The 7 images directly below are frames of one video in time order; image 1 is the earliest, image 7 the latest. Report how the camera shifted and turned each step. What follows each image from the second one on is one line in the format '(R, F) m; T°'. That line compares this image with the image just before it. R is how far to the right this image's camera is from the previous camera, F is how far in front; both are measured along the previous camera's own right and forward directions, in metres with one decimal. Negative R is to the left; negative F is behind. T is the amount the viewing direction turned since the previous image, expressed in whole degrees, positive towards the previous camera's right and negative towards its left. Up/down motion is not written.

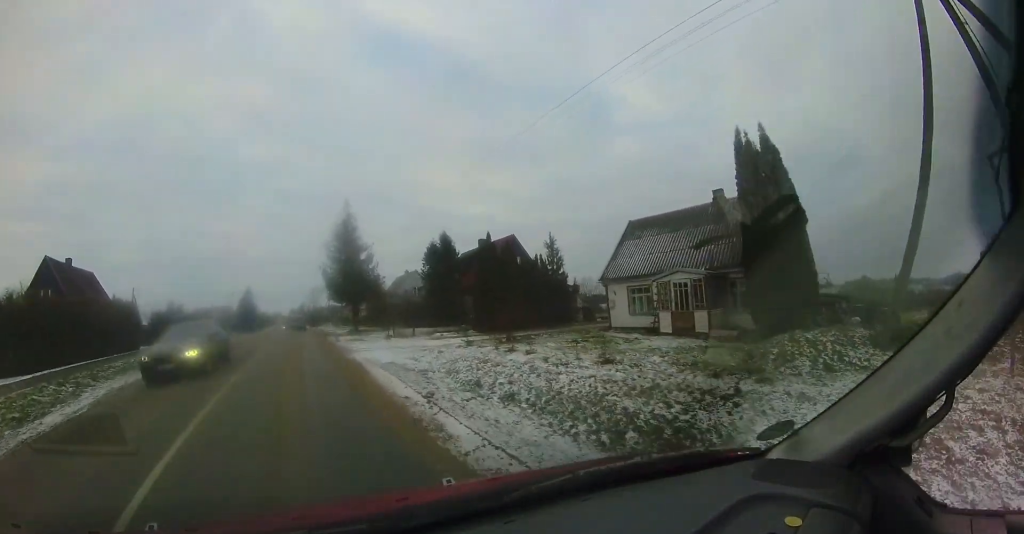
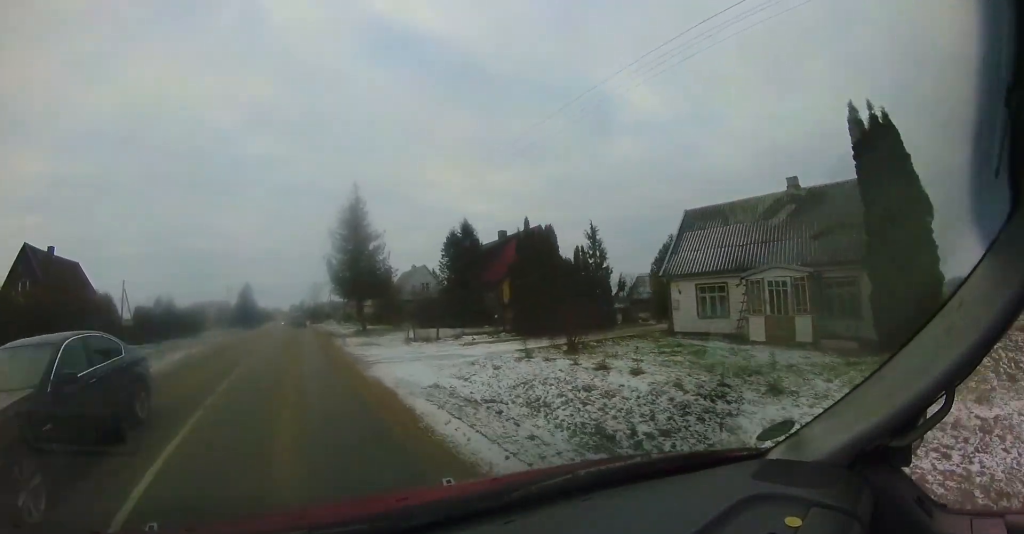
(+0.1, +3.6) m; +1°
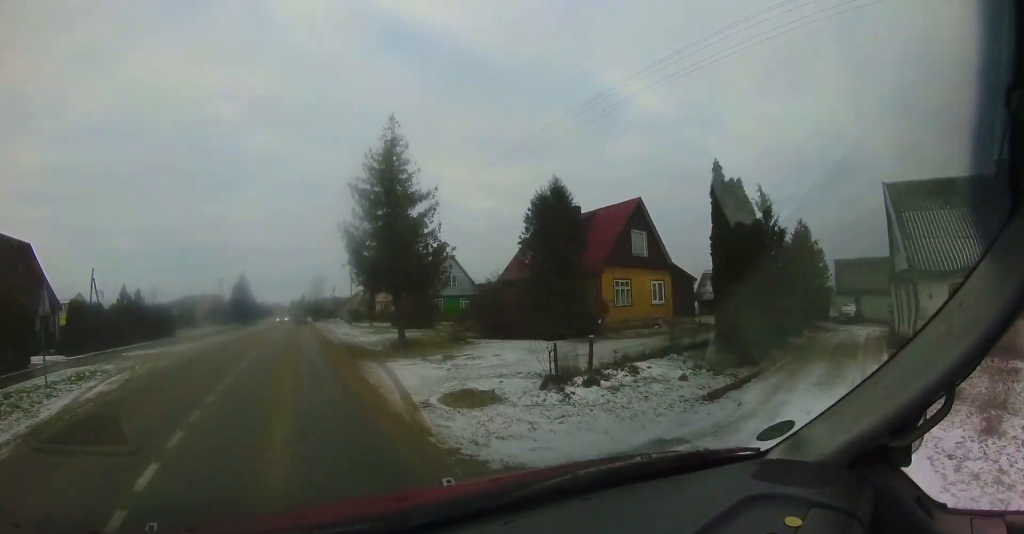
(+0.2, +9.3) m; 0°
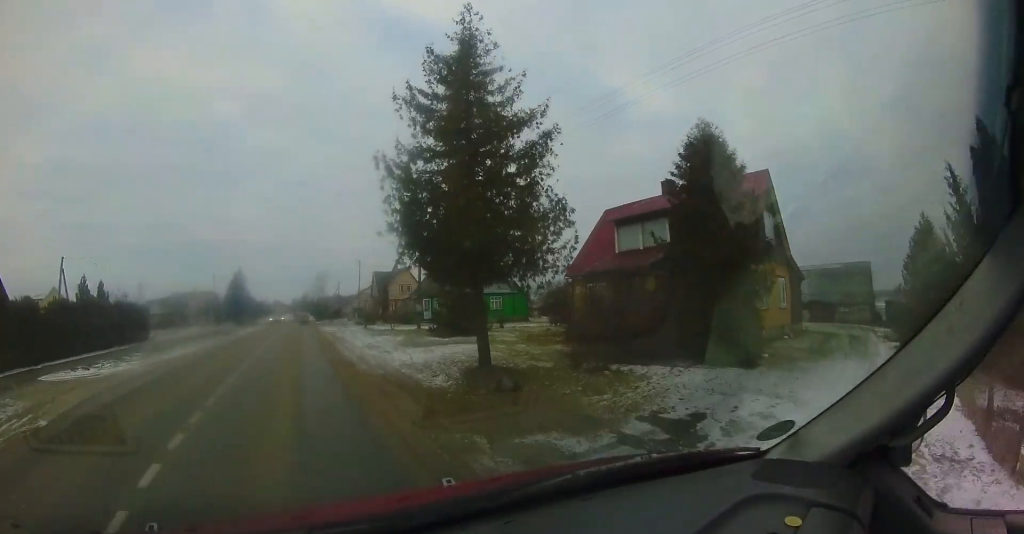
(0.0, +7.3) m; -2°
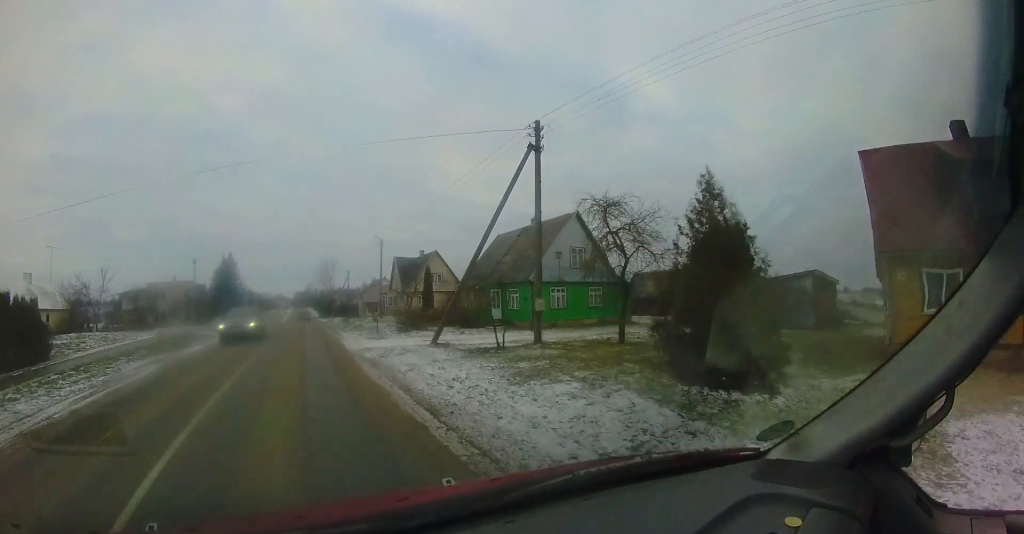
(-0.5, +13.6) m; -2°
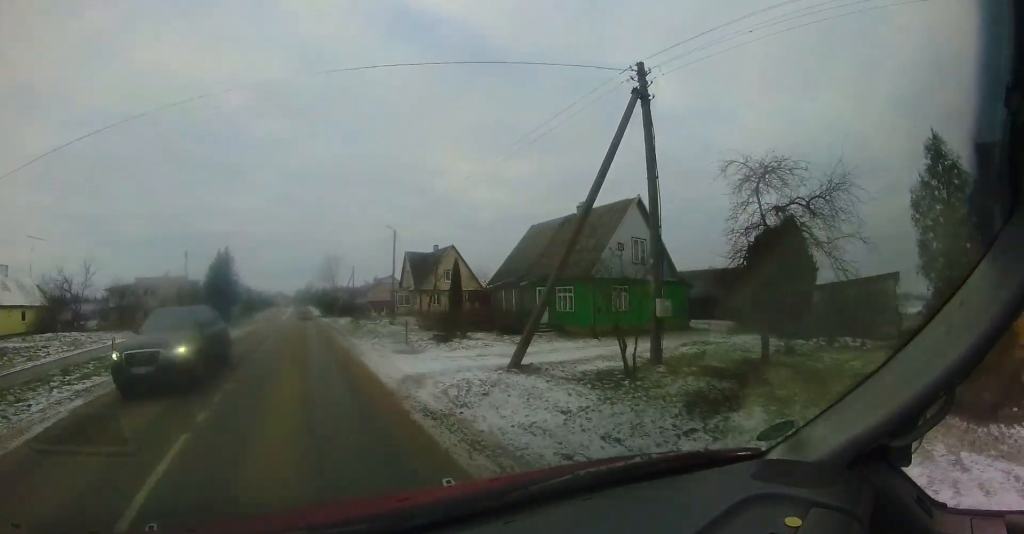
(0.0, +5.0) m; +1°
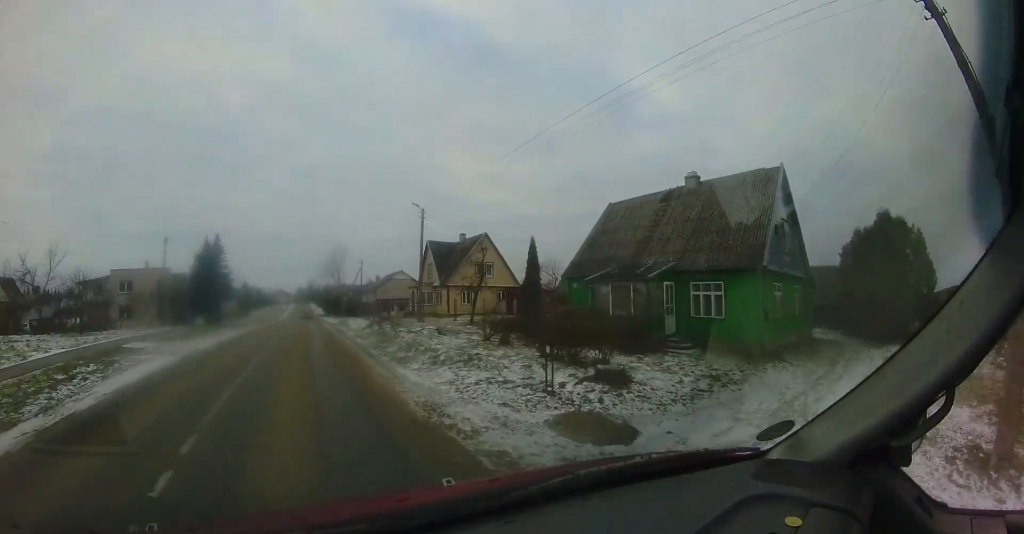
(+0.4, +8.2) m; +2°
